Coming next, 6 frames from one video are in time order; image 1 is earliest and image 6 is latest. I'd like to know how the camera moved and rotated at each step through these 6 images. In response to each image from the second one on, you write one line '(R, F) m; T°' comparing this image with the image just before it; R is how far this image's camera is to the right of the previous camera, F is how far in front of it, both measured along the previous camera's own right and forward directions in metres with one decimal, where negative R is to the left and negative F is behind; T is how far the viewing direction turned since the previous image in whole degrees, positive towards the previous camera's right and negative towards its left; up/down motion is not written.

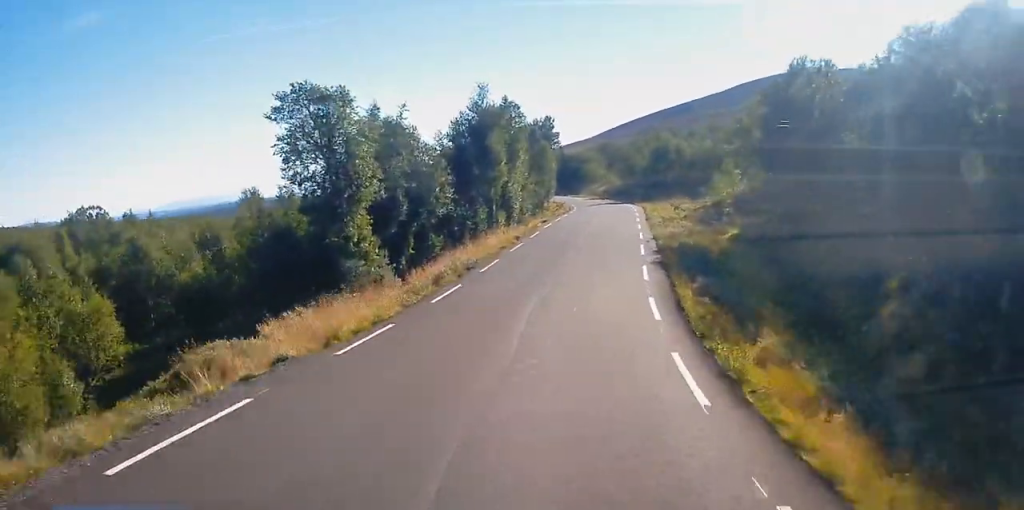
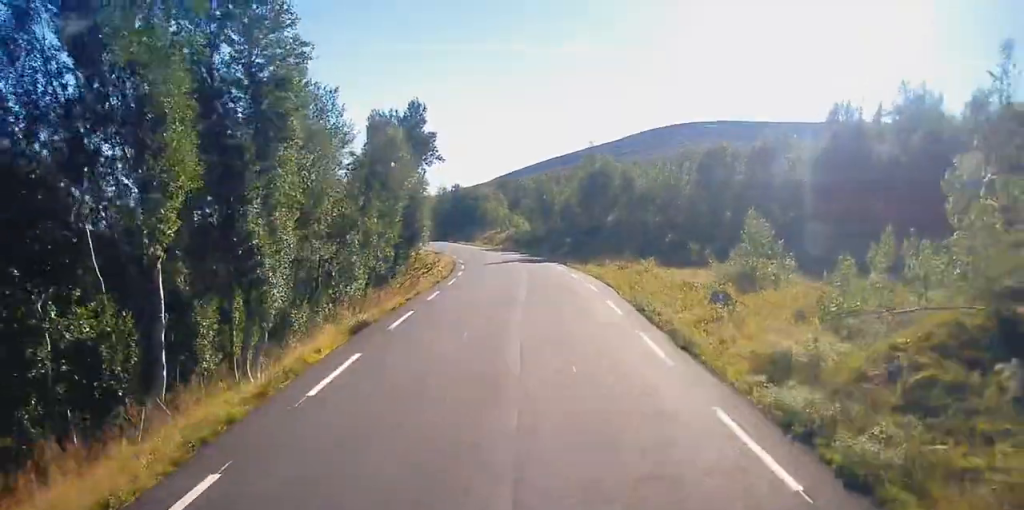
(+2.1, +31.6) m; +8°
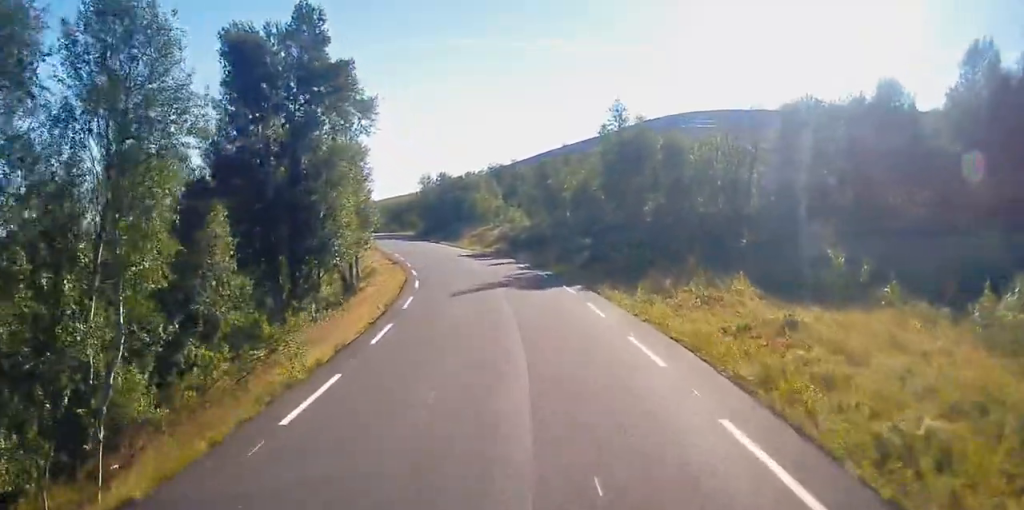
(-0.1, +18.9) m; -1°
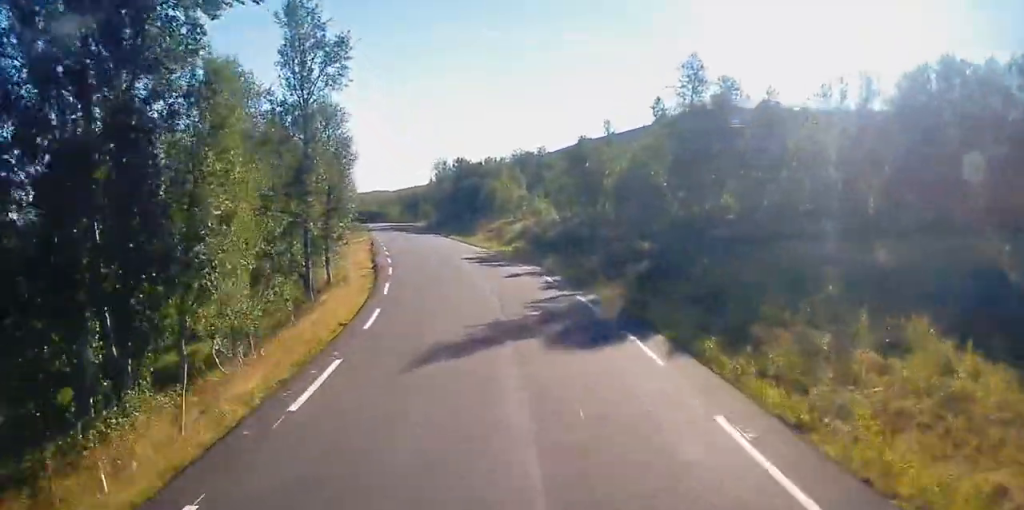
(0.0, +11.7) m; -3°
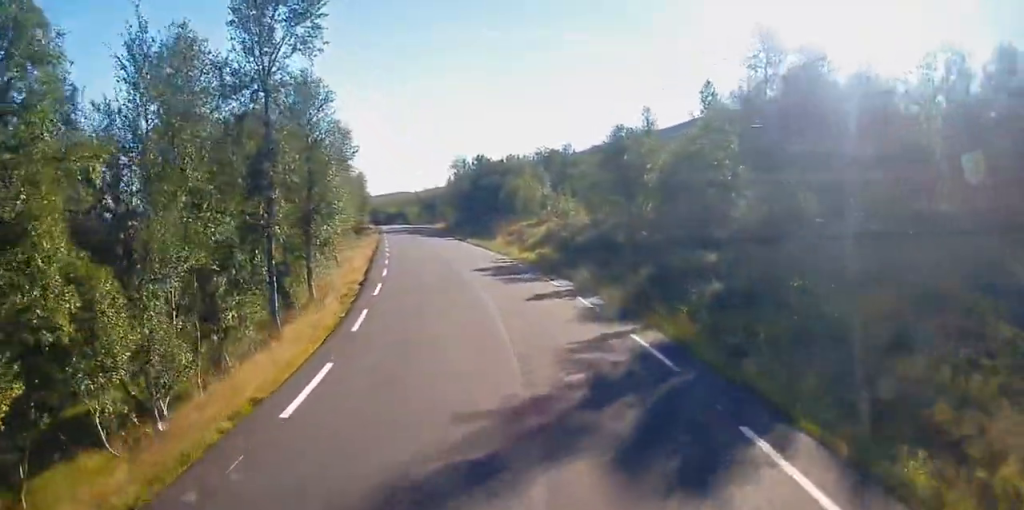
(-0.1, +6.4) m; -2°
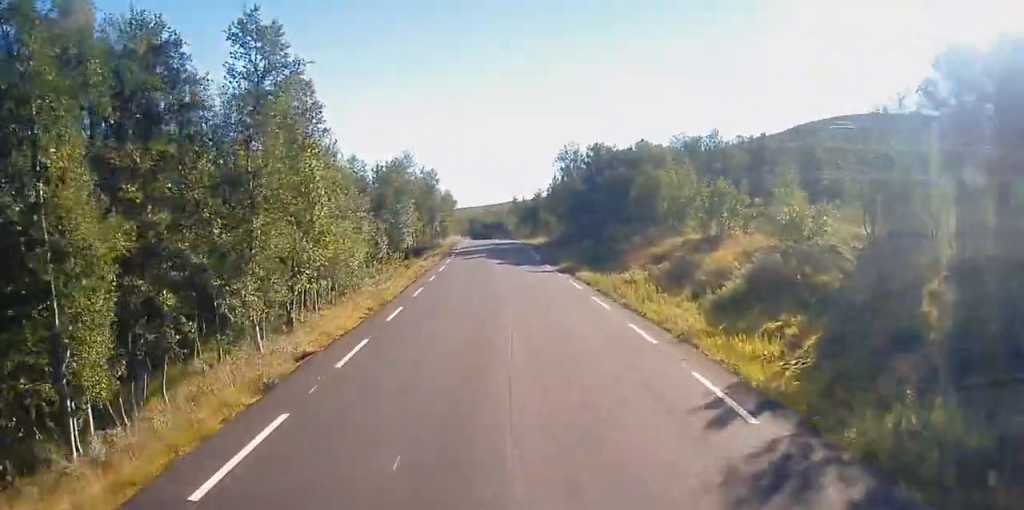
(-1.7, +26.4) m; -6°
